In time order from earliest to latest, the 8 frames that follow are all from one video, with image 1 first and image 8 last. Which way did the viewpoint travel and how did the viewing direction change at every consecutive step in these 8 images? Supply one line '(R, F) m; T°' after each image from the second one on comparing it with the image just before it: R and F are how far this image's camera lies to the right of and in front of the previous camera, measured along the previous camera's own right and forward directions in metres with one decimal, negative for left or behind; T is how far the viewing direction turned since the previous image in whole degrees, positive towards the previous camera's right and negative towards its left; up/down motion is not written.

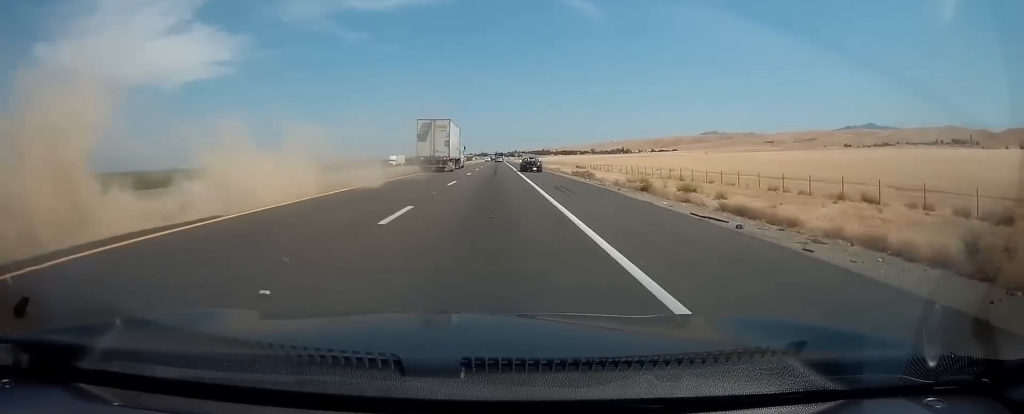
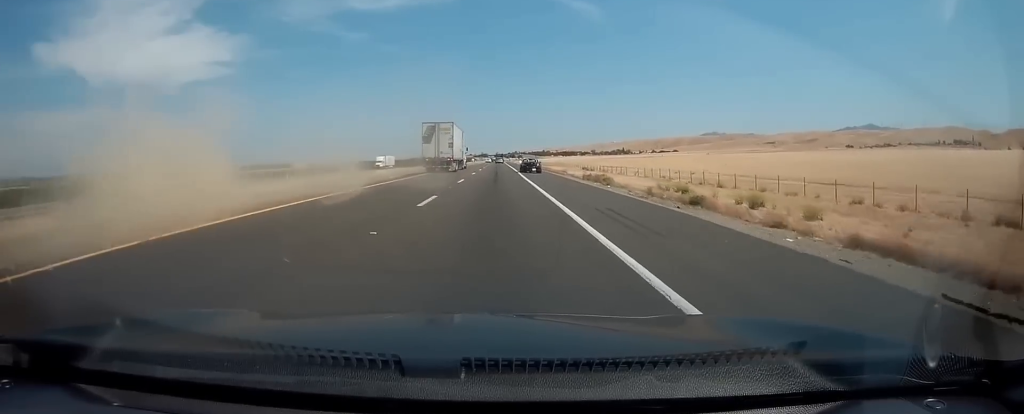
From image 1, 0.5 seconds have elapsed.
(0.0, +12.0) m; 0°
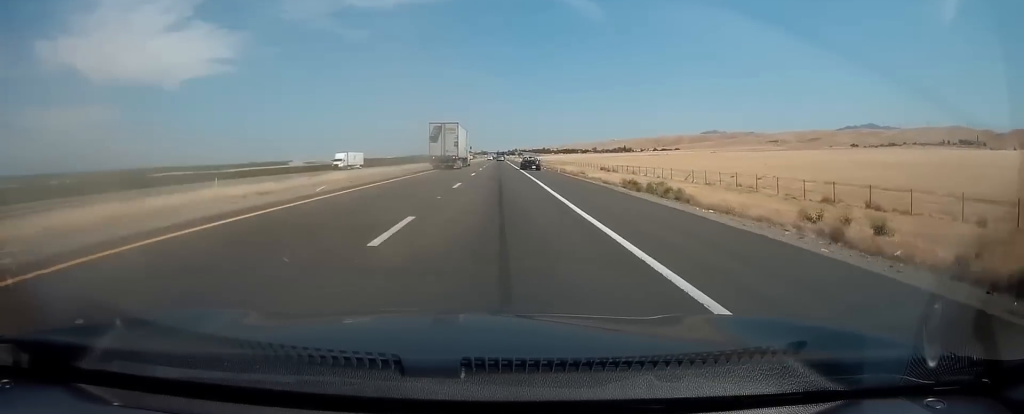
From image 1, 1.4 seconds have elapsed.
(0.0, +23.6) m; 0°
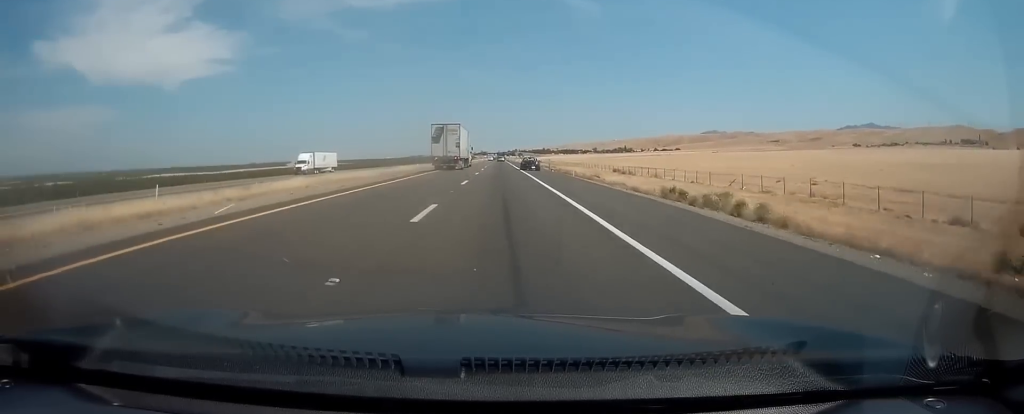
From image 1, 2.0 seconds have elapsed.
(0.0, +14.4) m; 0°
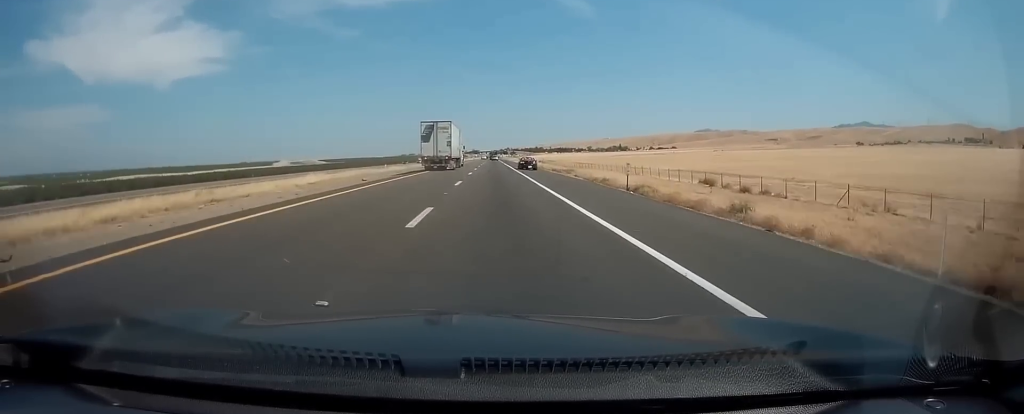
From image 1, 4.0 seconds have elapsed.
(+0.5, +63.7) m; +1°
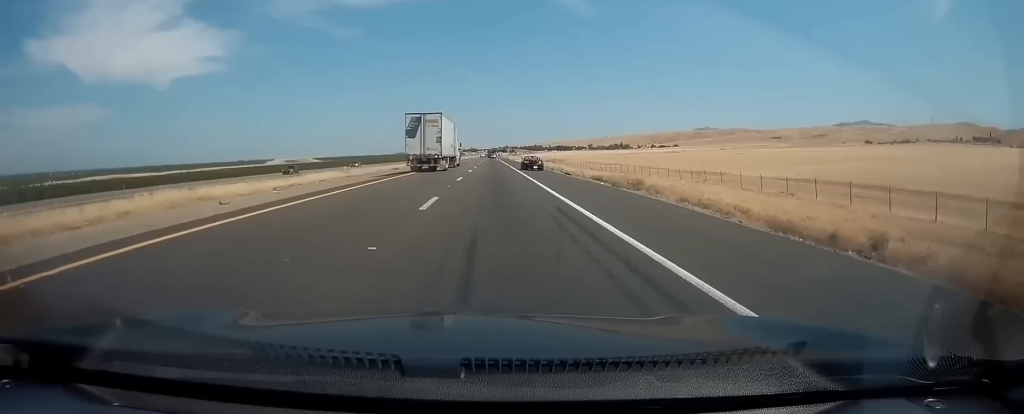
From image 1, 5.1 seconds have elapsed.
(+0.1, +32.0) m; 0°
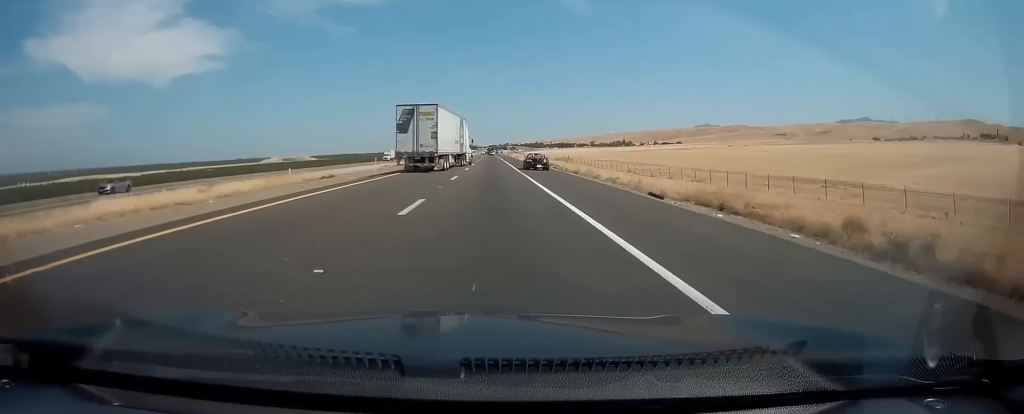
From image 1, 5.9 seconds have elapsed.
(-0.1, +21.7) m; +1°
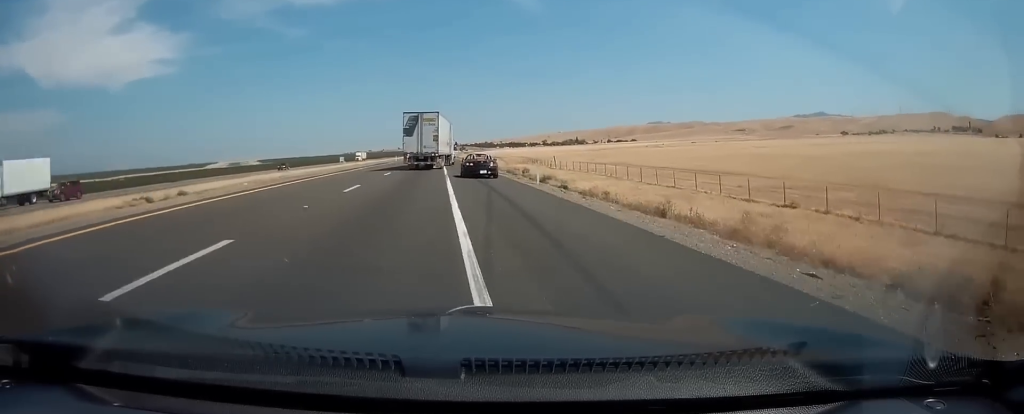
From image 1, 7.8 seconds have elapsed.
(+1.1, +35.2) m; +3°
